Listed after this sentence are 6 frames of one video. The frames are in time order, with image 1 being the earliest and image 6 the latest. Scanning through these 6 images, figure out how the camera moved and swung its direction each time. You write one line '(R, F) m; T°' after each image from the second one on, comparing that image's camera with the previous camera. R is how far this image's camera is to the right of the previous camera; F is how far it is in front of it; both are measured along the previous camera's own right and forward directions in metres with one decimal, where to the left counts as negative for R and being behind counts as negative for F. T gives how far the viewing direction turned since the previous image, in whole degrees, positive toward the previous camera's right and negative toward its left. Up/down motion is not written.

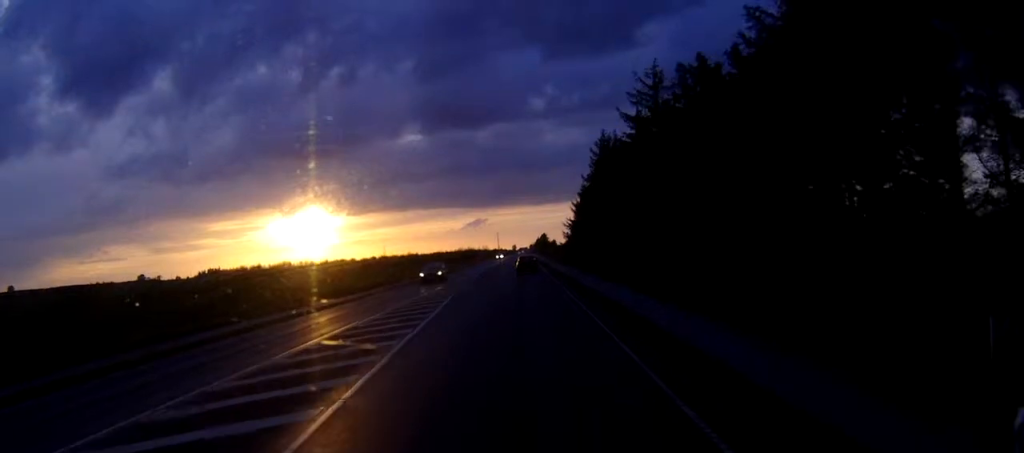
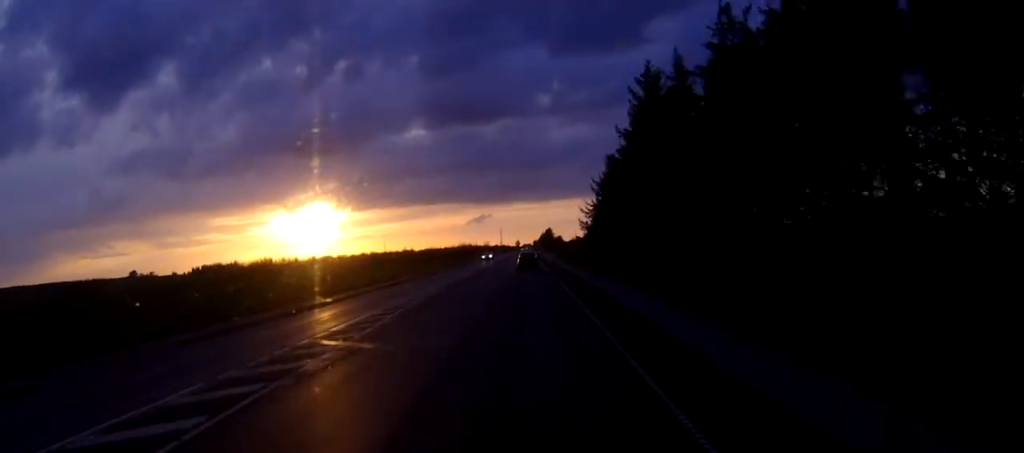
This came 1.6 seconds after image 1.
(-0.2, +33.1) m; -1°
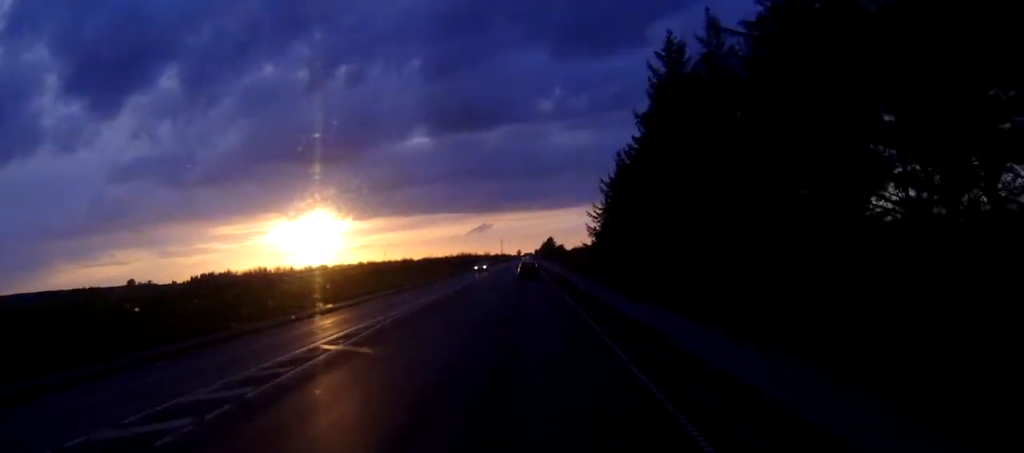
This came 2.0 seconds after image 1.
(-0.1, +9.2) m; 0°
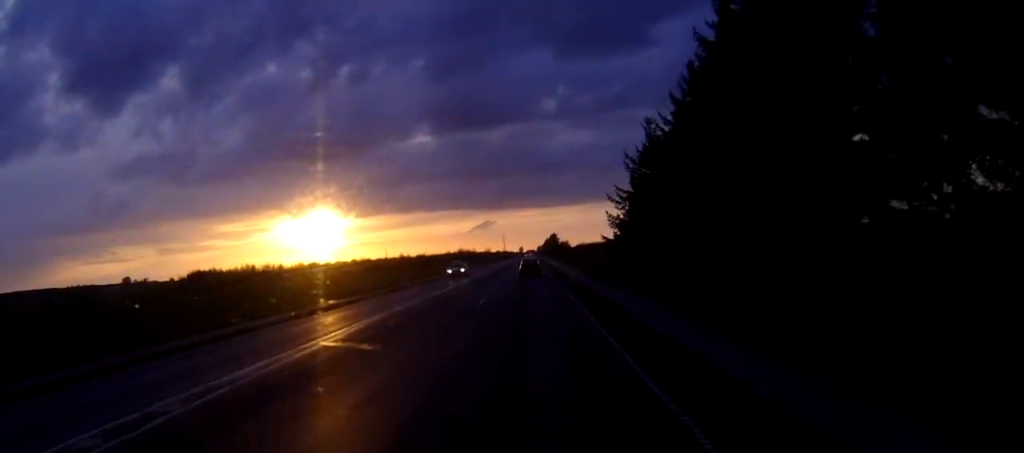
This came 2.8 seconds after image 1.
(0.0, +17.6) m; 0°
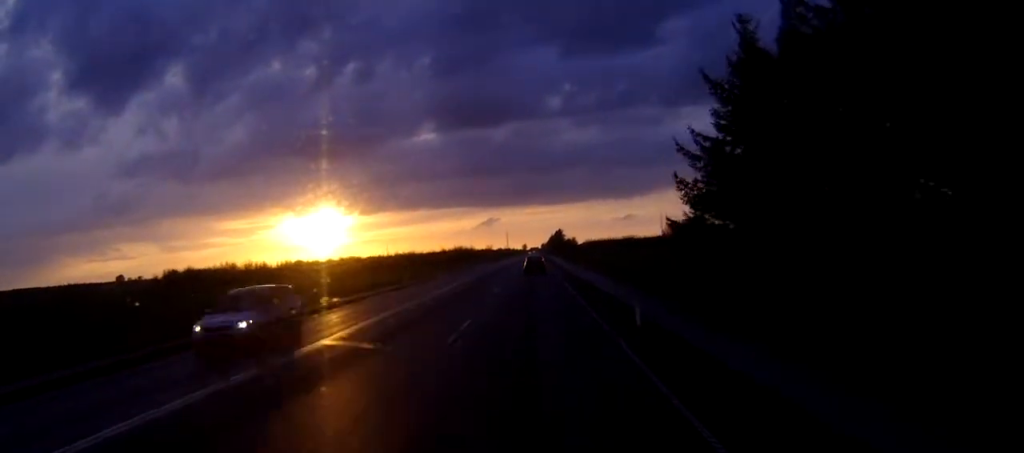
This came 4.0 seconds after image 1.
(0.0, +25.5) m; 0°
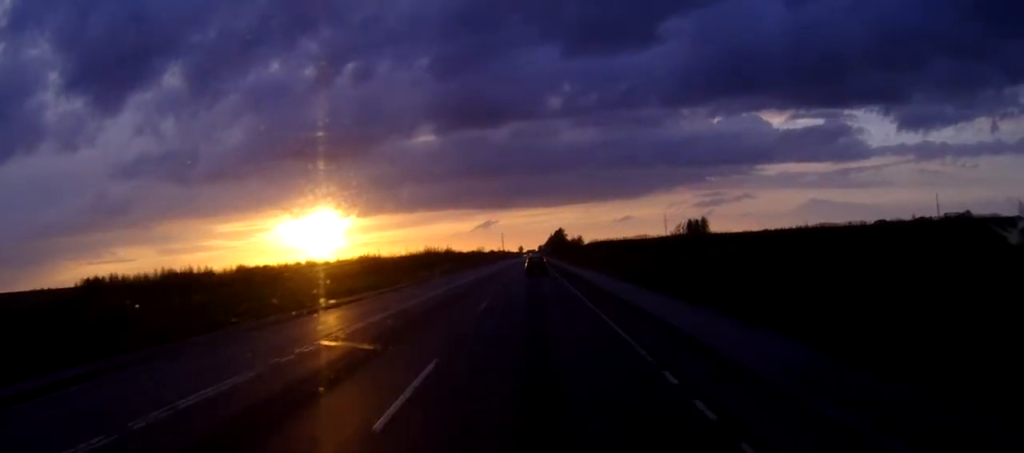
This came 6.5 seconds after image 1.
(-0.1, +52.0) m; 0°
